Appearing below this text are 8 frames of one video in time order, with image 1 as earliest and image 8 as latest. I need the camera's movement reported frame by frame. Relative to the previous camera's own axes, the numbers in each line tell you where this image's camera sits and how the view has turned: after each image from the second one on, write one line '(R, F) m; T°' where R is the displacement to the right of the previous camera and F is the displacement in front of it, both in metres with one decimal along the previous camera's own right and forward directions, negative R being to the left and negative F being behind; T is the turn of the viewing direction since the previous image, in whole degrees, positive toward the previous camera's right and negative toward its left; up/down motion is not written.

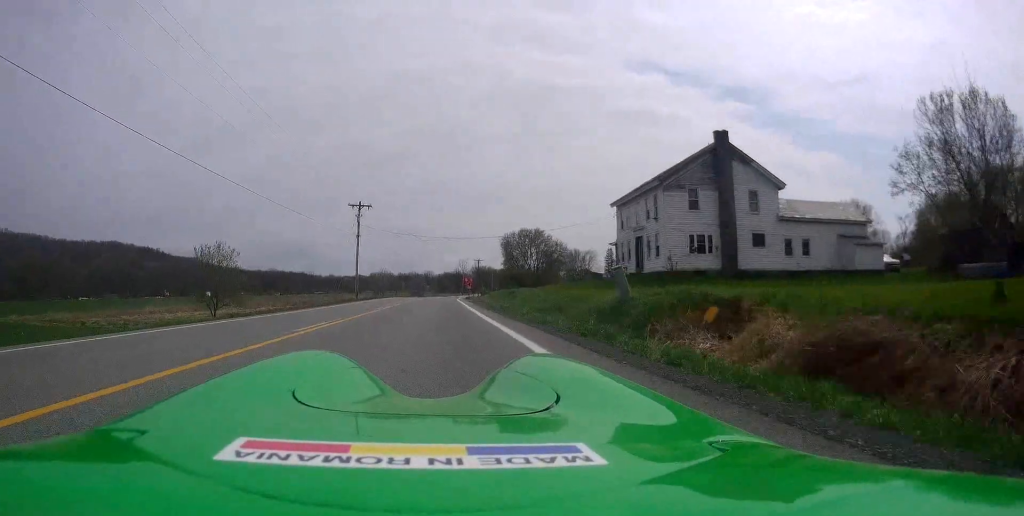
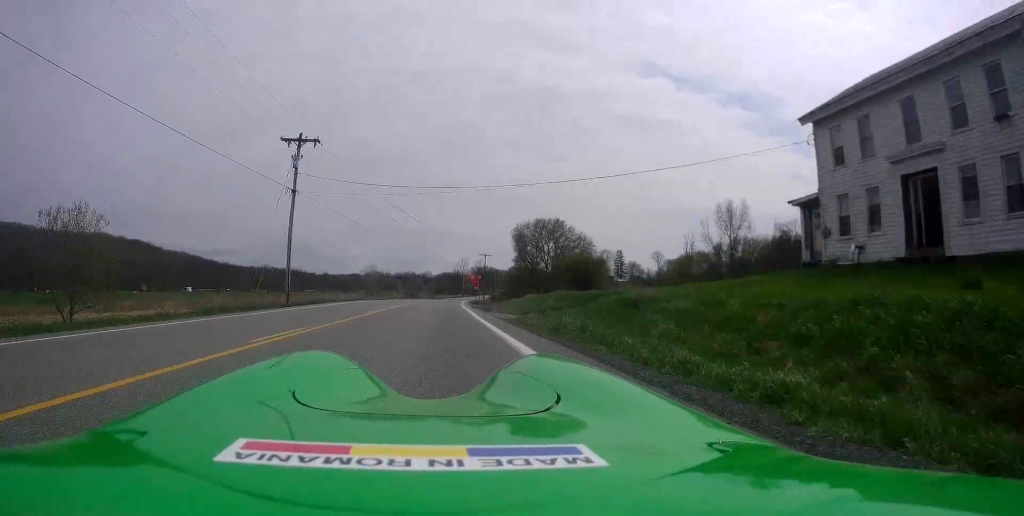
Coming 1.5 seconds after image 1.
(-0.6, +26.7) m; -1°
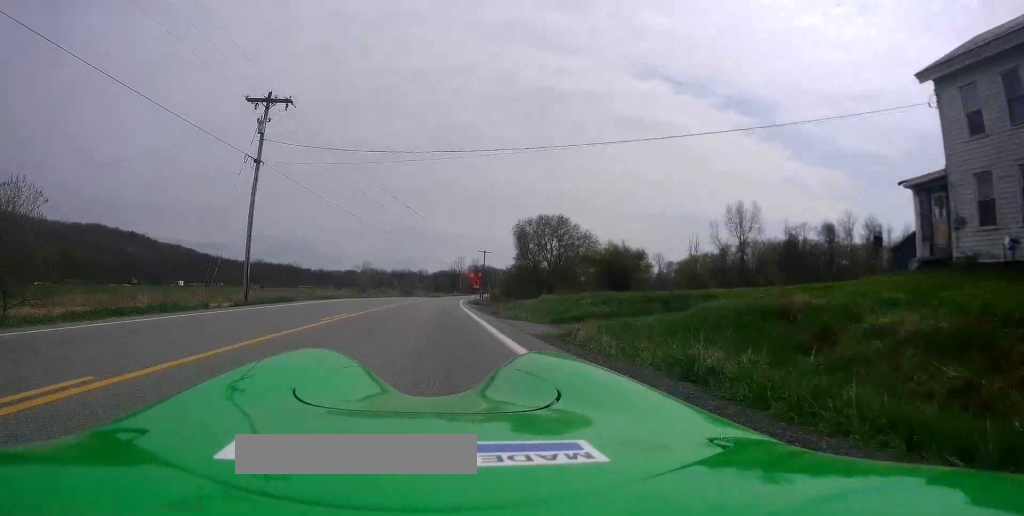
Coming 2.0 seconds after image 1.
(-0.1, +7.2) m; +1°
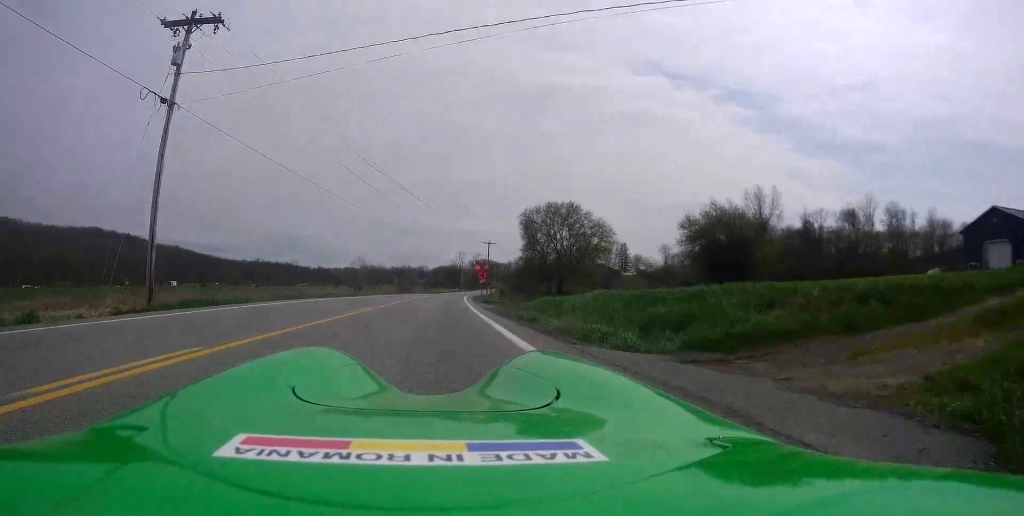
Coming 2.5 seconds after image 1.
(+0.2, +9.4) m; 0°
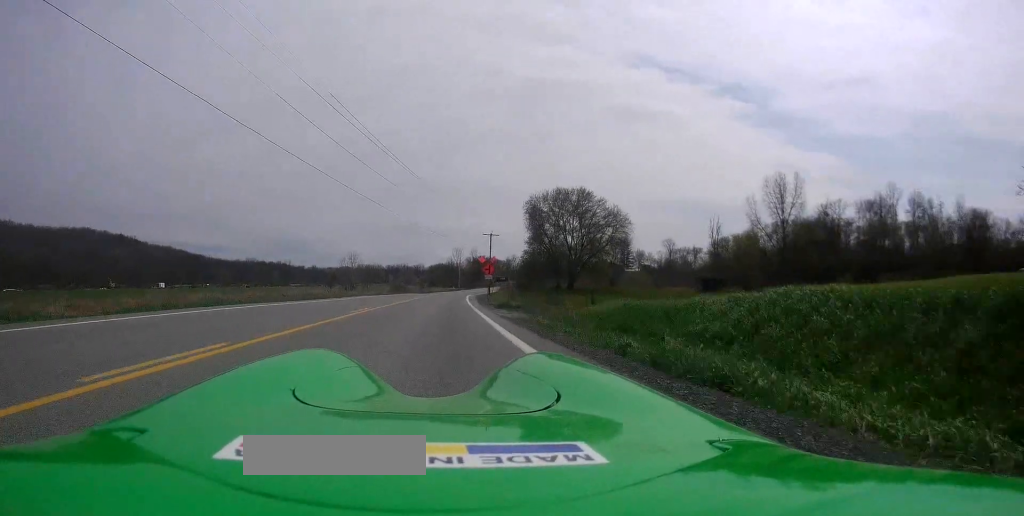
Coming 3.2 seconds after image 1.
(+0.2, +11.6) m; 0°
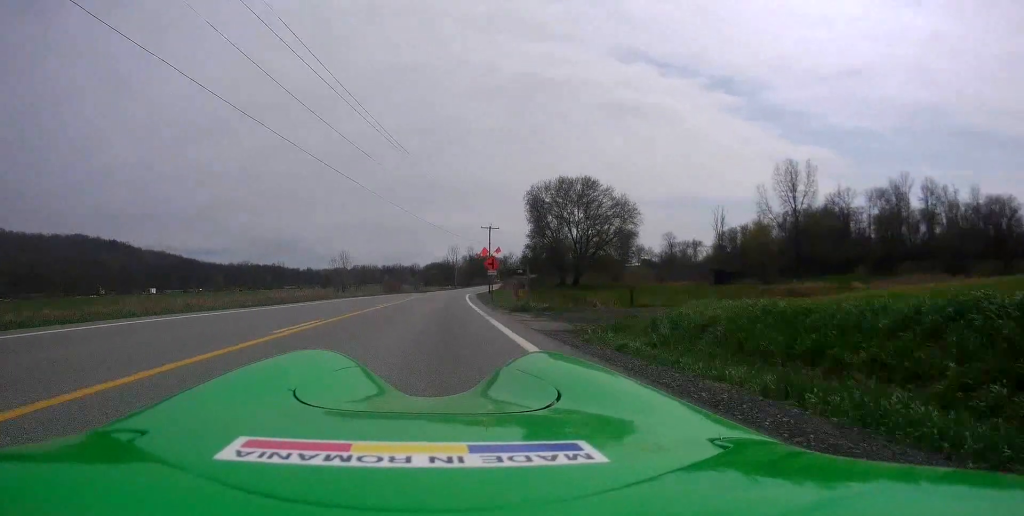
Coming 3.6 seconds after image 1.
(-0.2, +7.2) m; 0°
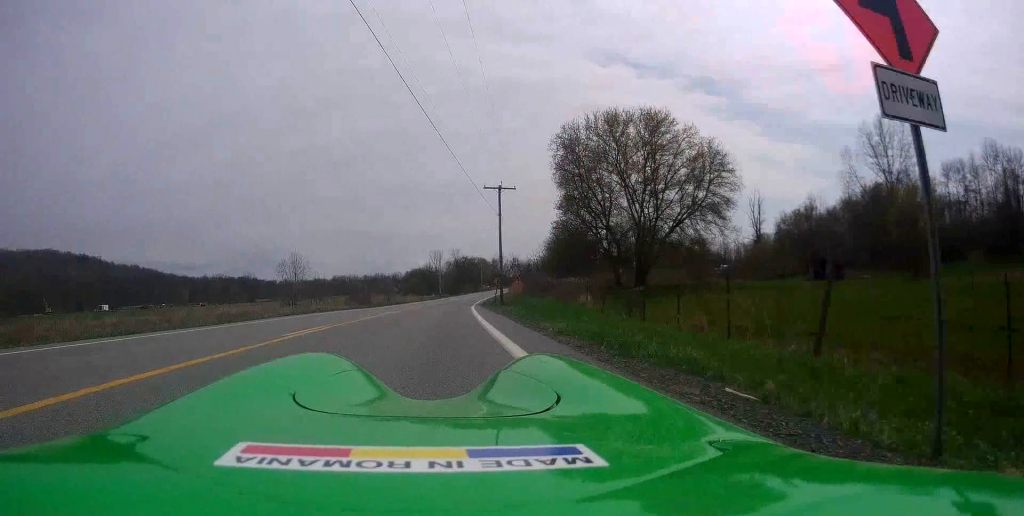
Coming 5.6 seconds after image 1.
(+0.2, +35.3) m; 0°
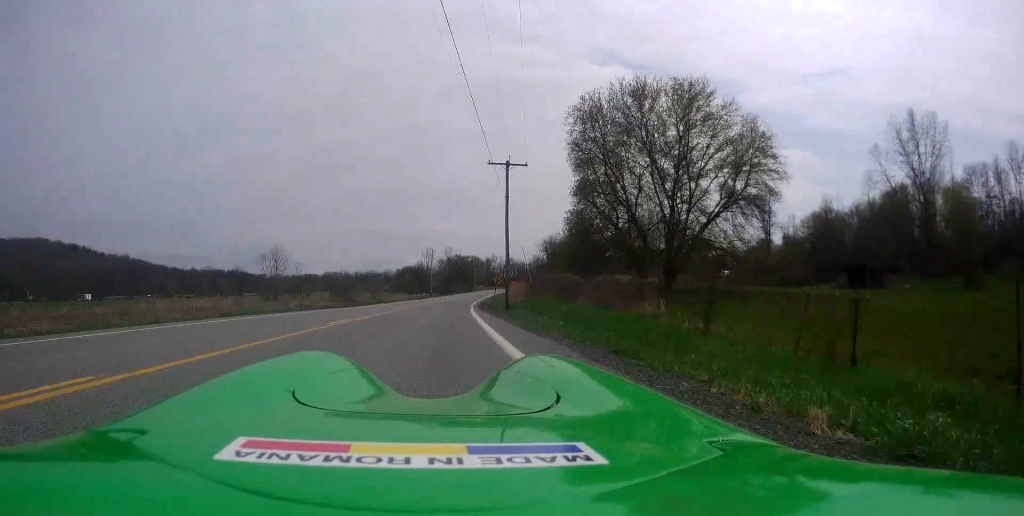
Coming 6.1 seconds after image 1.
(-0.3, +8.7) m; 0°
